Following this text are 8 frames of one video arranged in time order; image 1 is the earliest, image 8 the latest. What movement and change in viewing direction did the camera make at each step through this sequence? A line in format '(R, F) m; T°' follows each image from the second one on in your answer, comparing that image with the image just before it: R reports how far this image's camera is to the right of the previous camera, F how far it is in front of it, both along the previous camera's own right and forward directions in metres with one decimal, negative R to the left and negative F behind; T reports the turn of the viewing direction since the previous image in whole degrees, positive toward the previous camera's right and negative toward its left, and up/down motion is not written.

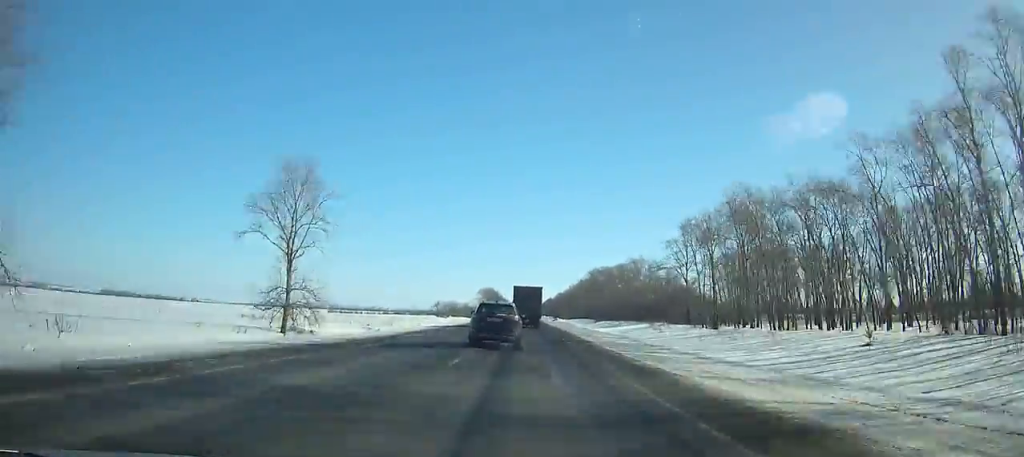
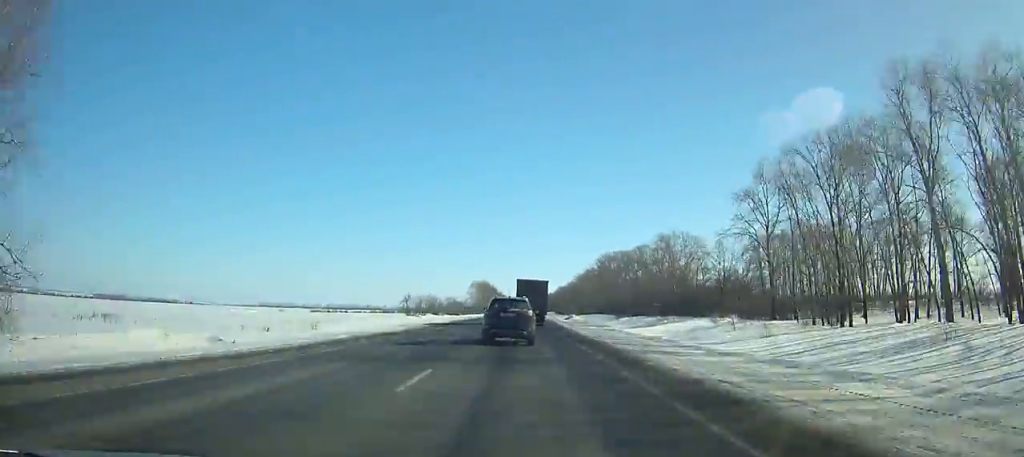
(0.0, +39.4) m; 0°
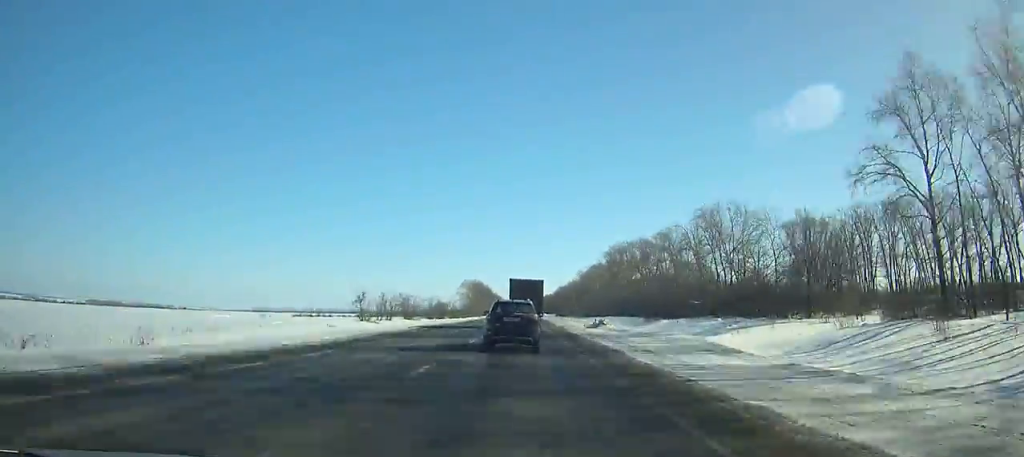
(+0.1, +32.5) m; 0°
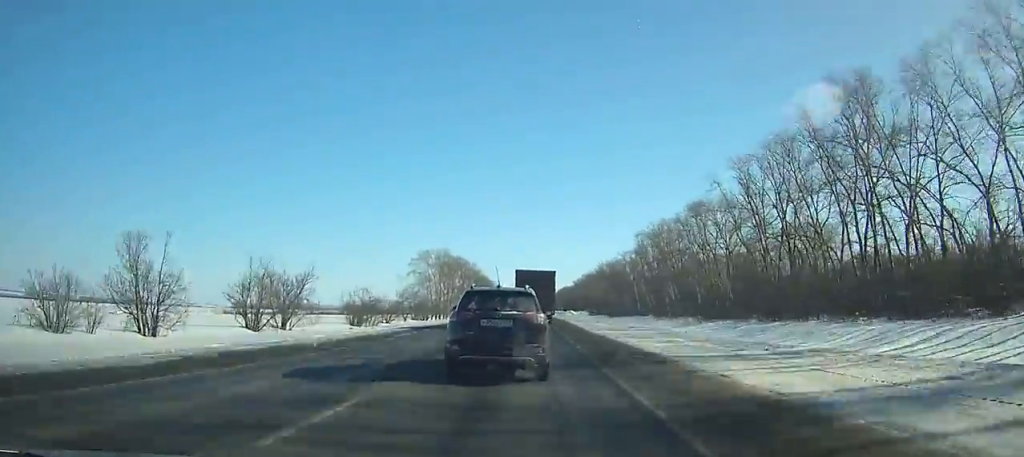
(-0.3, +123.9) m; 0°
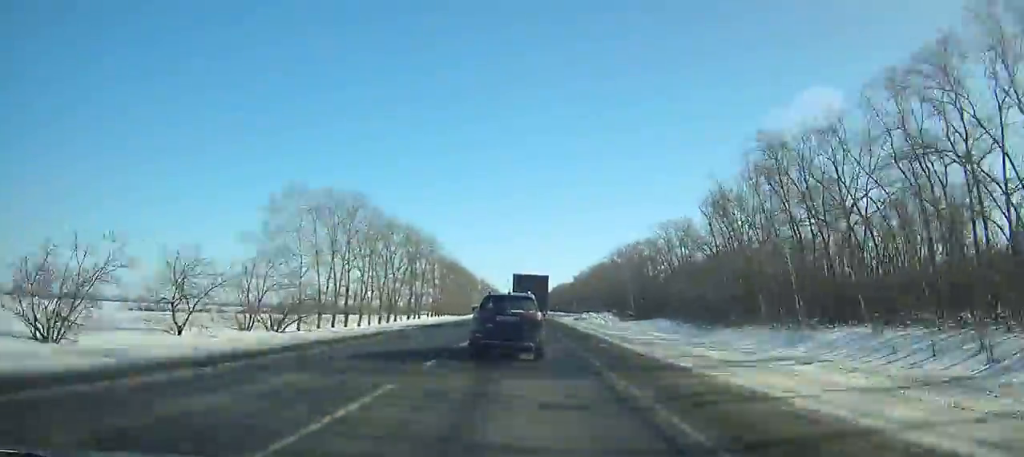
(+0.1, +77.7) m; 0°
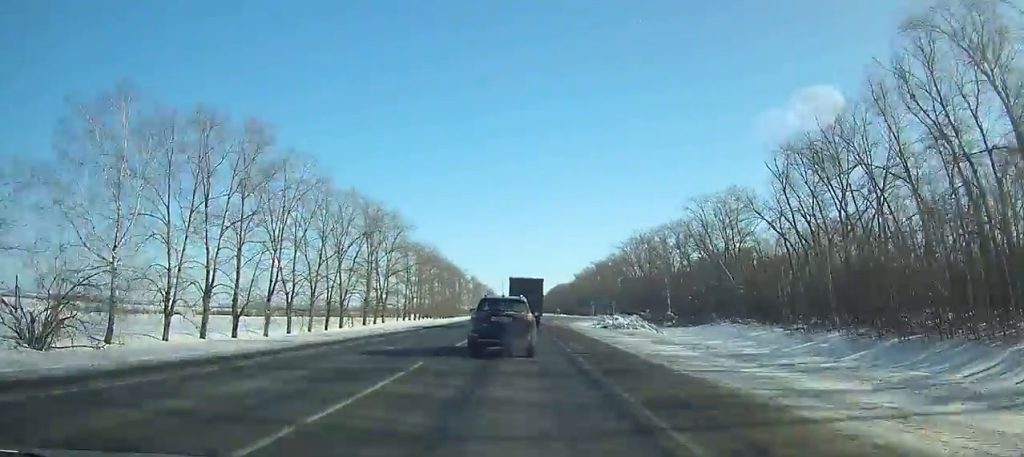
(0.0, +31.3) m; 0°
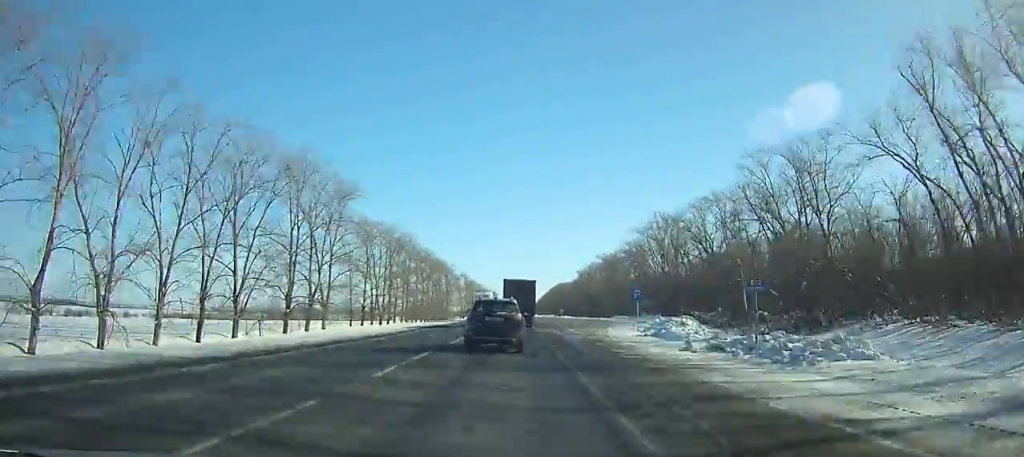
(0.0, +31.2) m; 0°
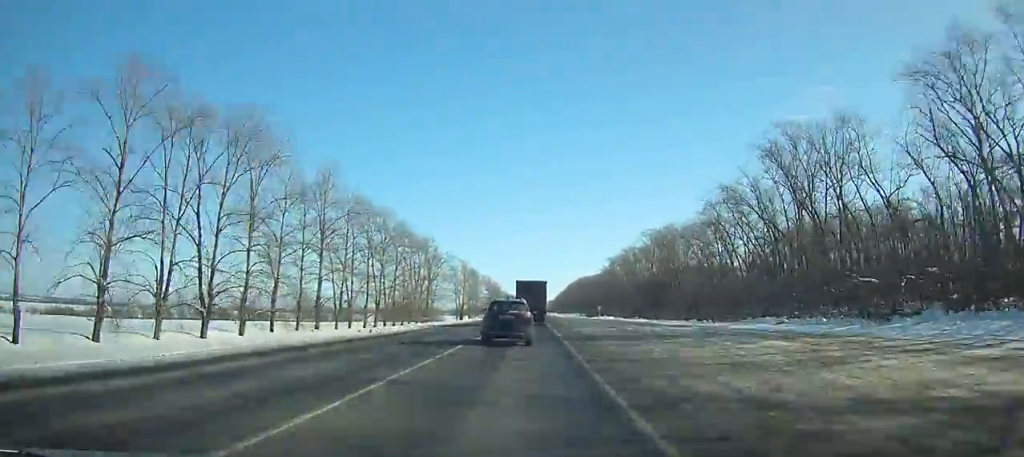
(-0.2, +63.0) m; 0°
